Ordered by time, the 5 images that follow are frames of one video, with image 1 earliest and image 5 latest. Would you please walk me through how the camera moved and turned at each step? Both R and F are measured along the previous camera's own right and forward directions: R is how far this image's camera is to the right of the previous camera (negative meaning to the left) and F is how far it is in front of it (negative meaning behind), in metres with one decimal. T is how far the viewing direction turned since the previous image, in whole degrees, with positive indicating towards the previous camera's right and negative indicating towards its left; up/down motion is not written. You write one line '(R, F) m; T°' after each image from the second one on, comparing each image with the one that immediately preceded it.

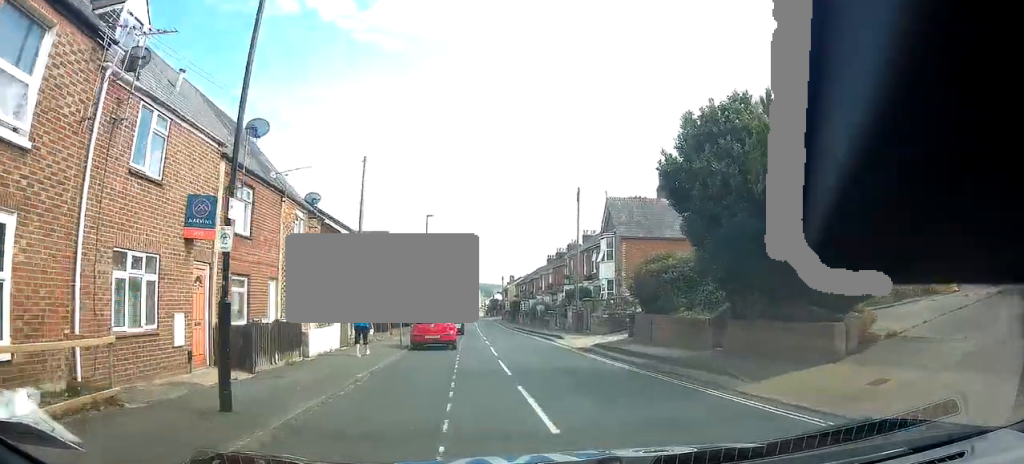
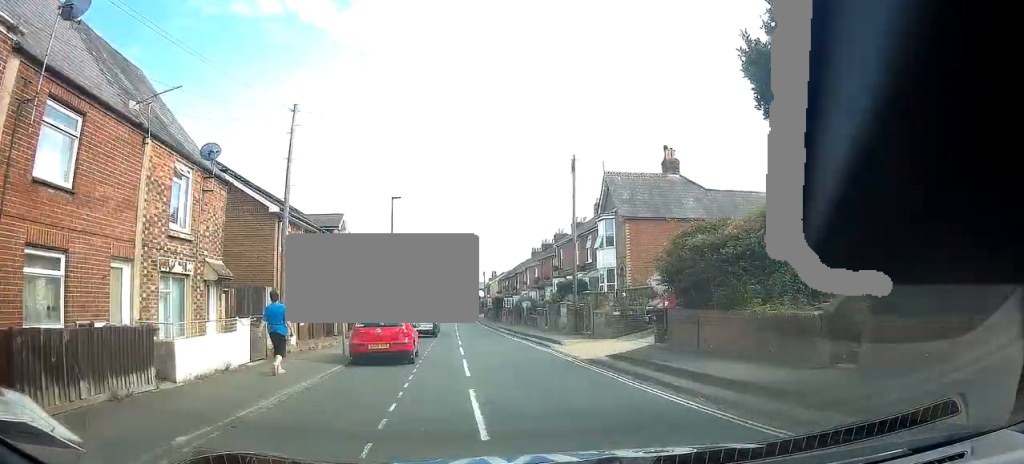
(0.0, +5.8) m; 0°
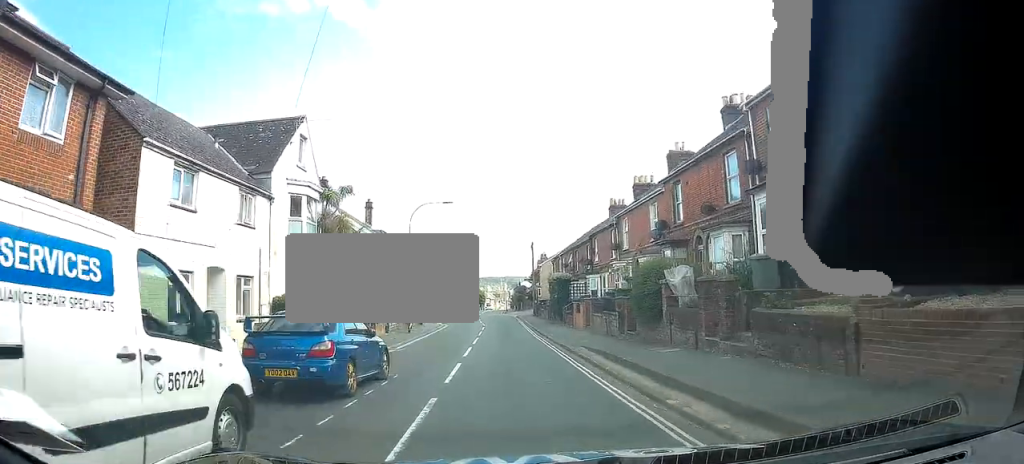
(-1.5, +29.9) m; -5°
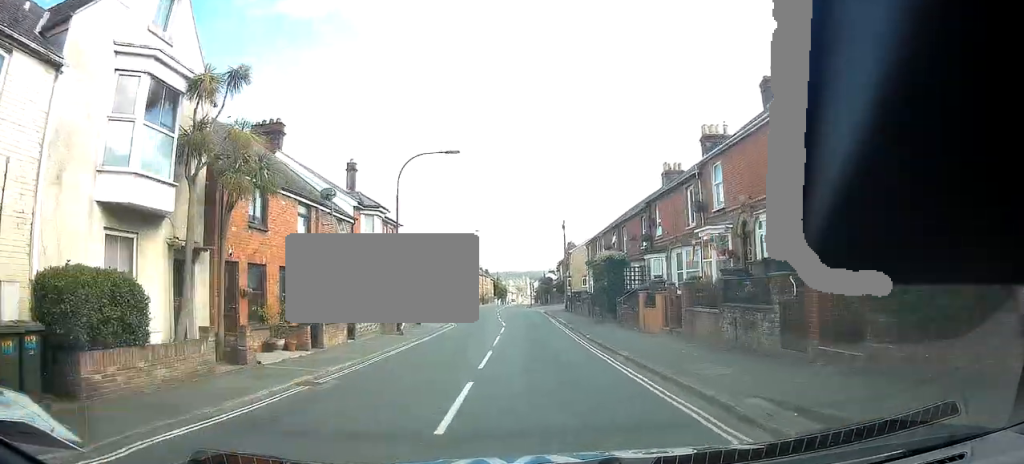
(0.0, +11.1) m; 0°
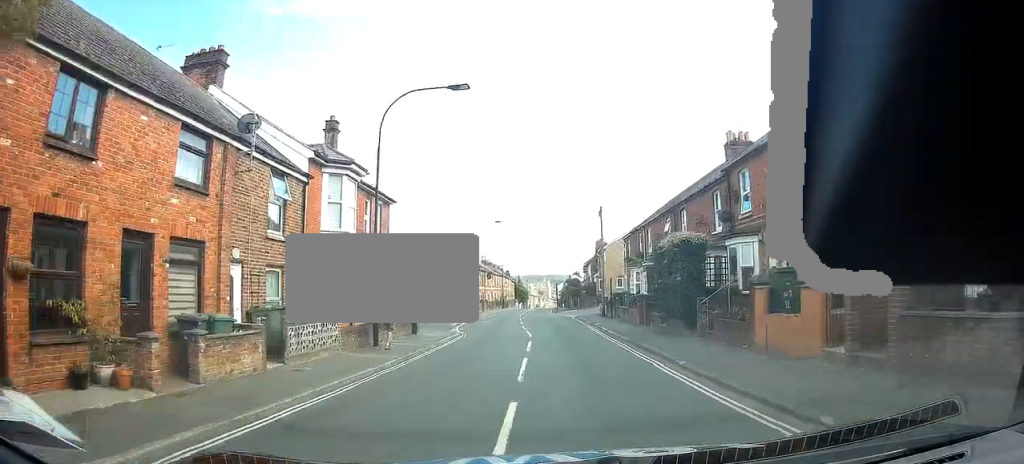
(-0.1, +8.2) m; 0°
